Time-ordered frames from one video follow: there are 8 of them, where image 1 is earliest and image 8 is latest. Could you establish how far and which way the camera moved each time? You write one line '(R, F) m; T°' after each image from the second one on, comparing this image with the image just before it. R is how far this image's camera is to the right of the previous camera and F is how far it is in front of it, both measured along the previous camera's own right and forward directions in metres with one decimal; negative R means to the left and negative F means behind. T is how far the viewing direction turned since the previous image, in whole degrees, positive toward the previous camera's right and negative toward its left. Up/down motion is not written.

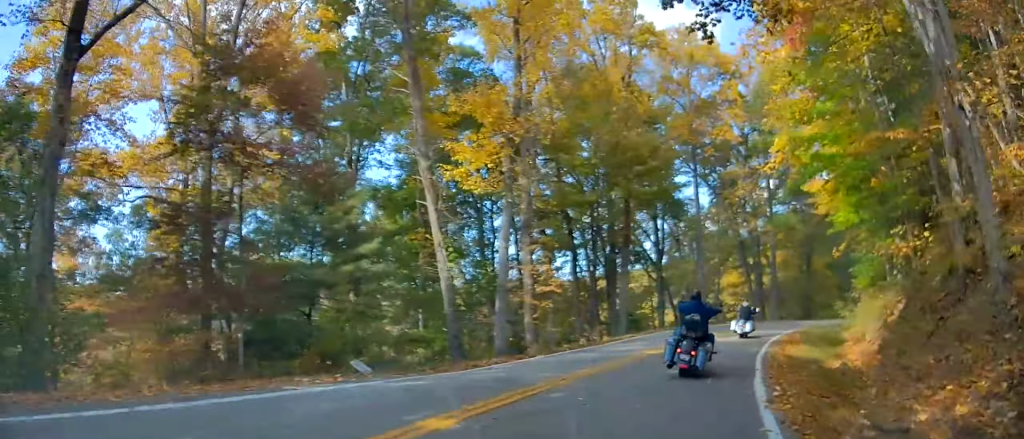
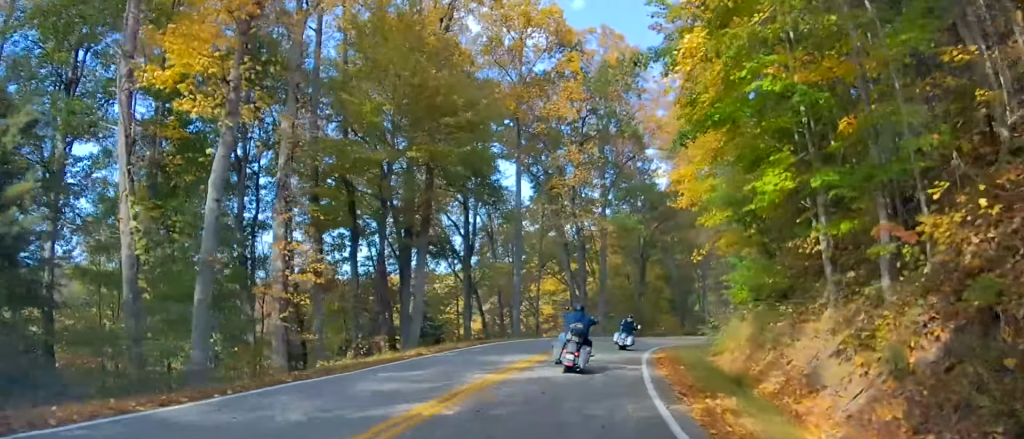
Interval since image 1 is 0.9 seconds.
(+2.1, +11.4) m; +13°
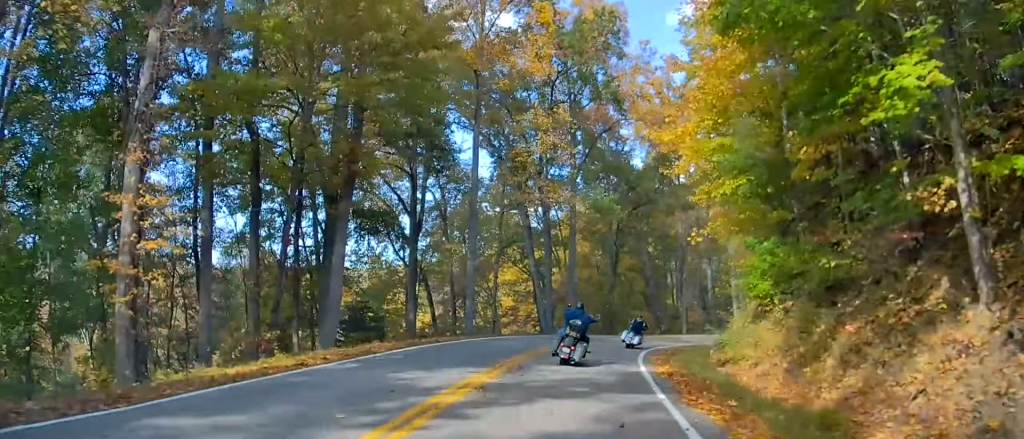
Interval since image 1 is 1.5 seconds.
(+0.3, +8.0) m; +3°
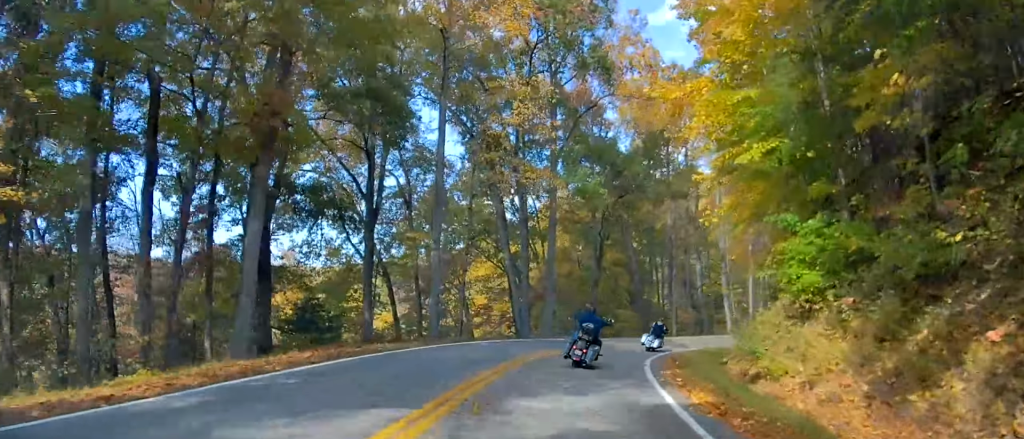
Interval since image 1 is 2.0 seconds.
(+0.1, +5.9) m; +2°
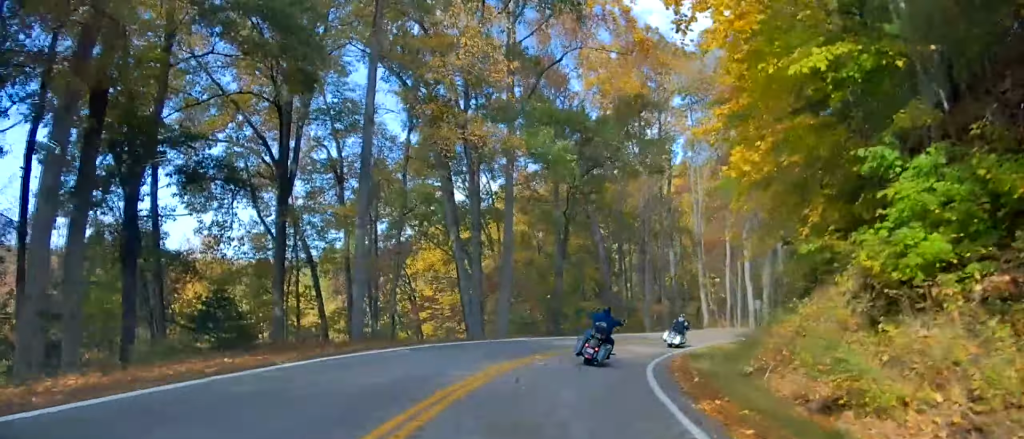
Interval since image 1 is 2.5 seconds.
(+0.2, +7.6) m; +3°
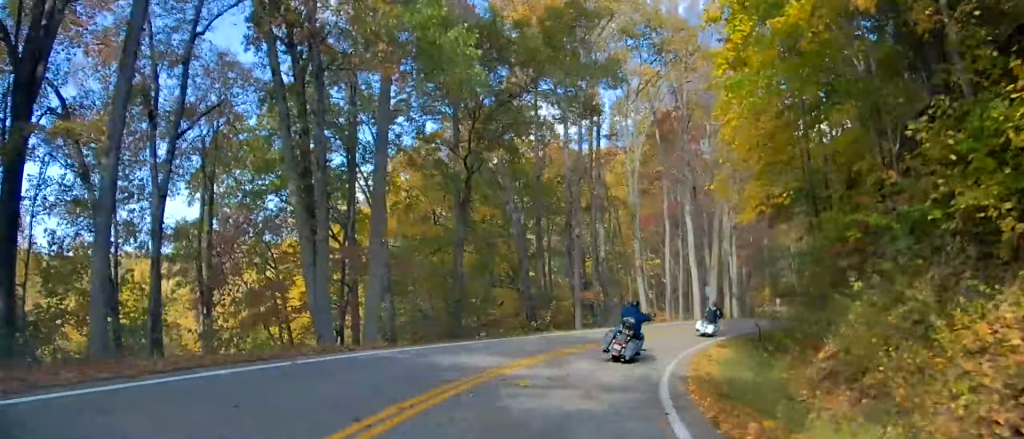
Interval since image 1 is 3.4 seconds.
(+0.5, +13.0) m; +5°
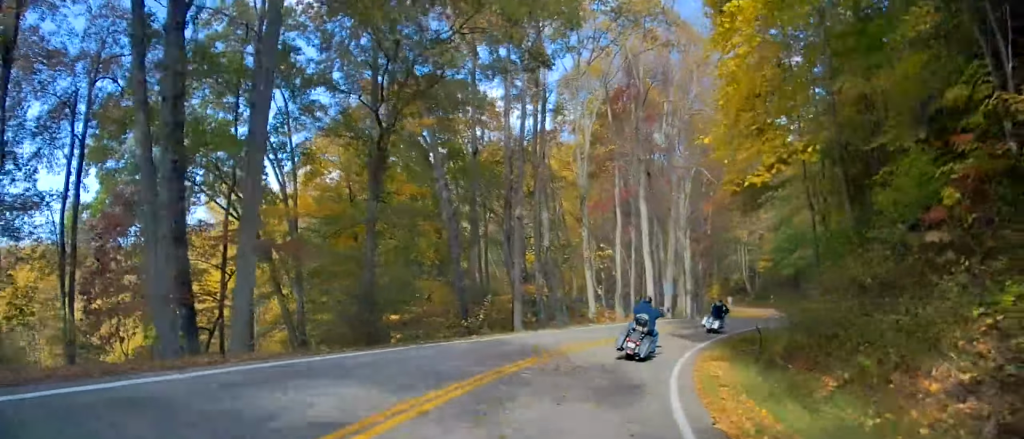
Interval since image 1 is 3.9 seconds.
(0.0, +6.8) m; +3°
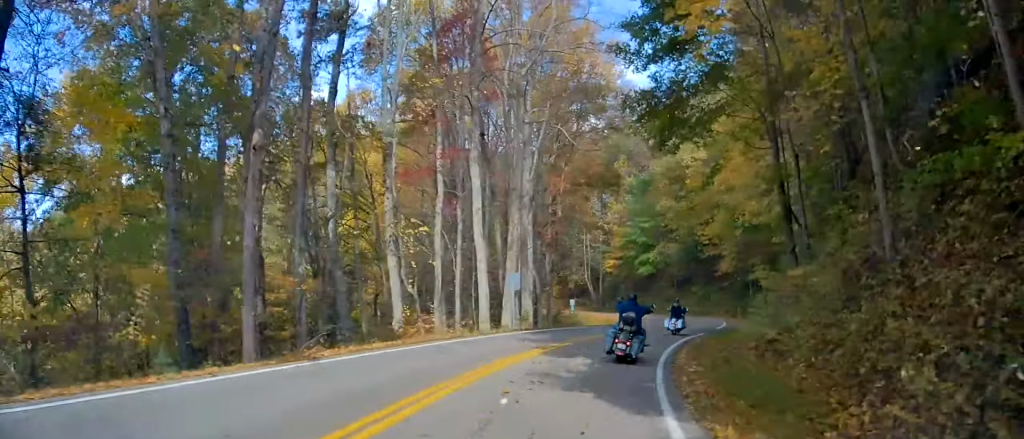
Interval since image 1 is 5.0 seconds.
(+1.3, +15.8) m; +10°
